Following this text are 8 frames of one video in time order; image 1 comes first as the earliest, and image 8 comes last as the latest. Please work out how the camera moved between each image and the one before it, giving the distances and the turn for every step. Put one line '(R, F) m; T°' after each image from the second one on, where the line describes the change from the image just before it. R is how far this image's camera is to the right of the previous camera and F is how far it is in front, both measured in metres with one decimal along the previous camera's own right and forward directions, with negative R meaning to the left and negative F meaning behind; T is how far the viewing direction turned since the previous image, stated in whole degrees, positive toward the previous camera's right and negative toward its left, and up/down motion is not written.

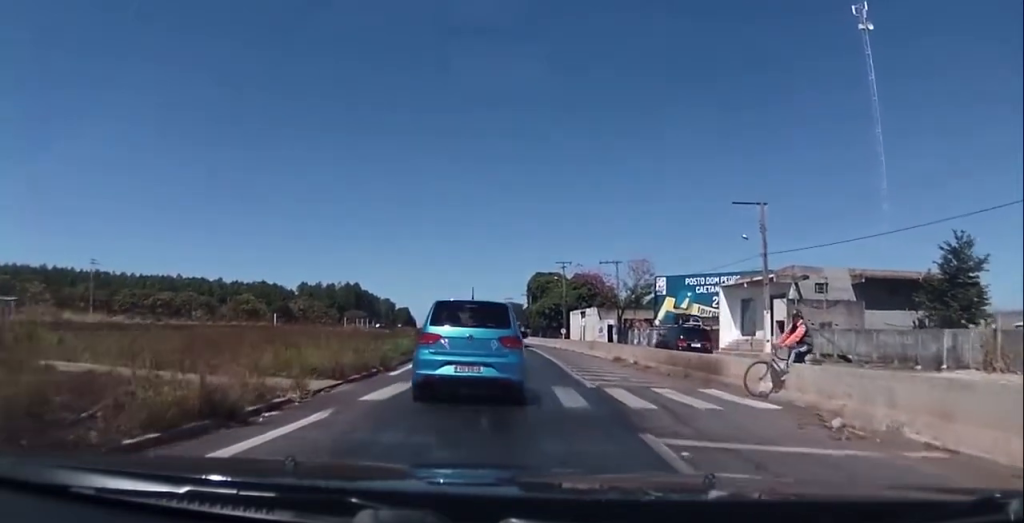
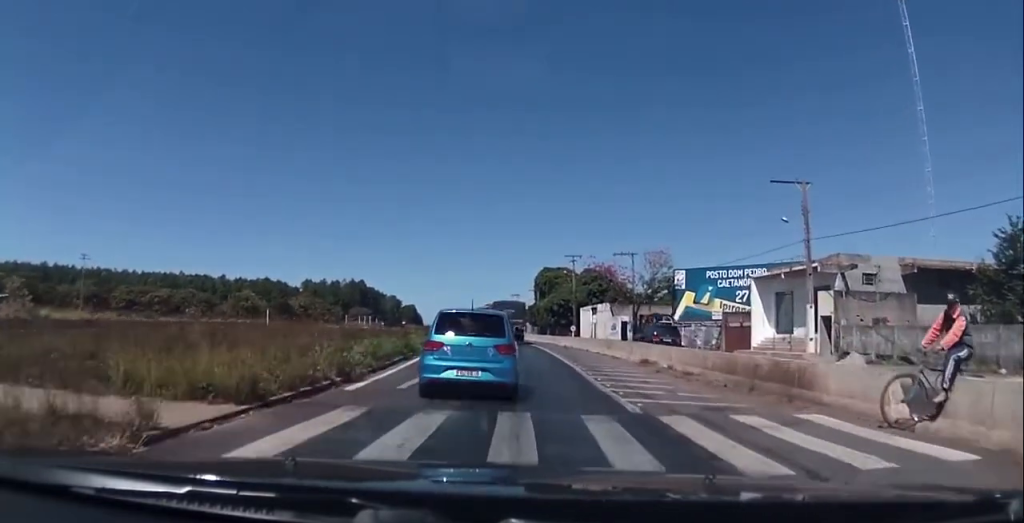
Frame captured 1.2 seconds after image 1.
(-0.1, +4.5) m; -2°
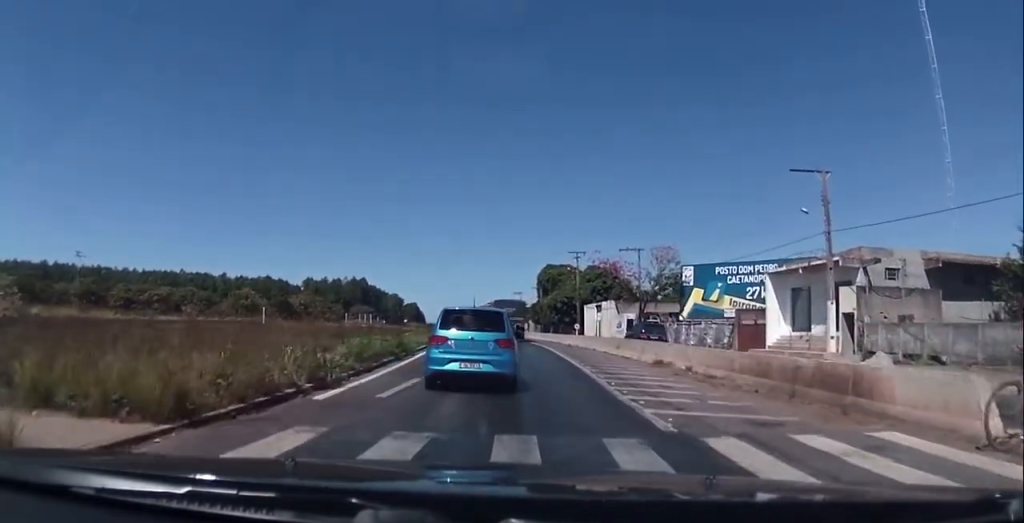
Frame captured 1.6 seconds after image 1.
(0.0, +1.9) m; -1°
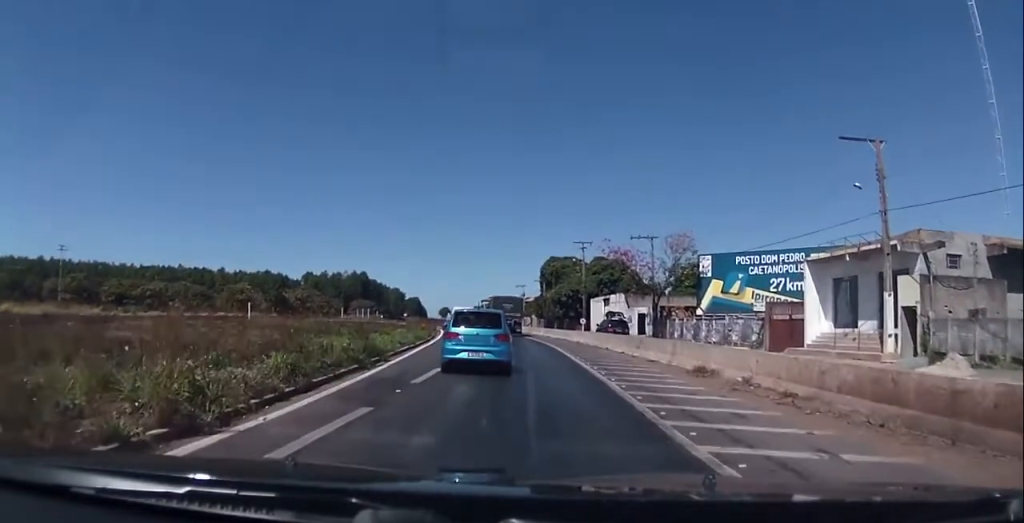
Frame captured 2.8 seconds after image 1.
(+0.1, +4.7) m; 0°
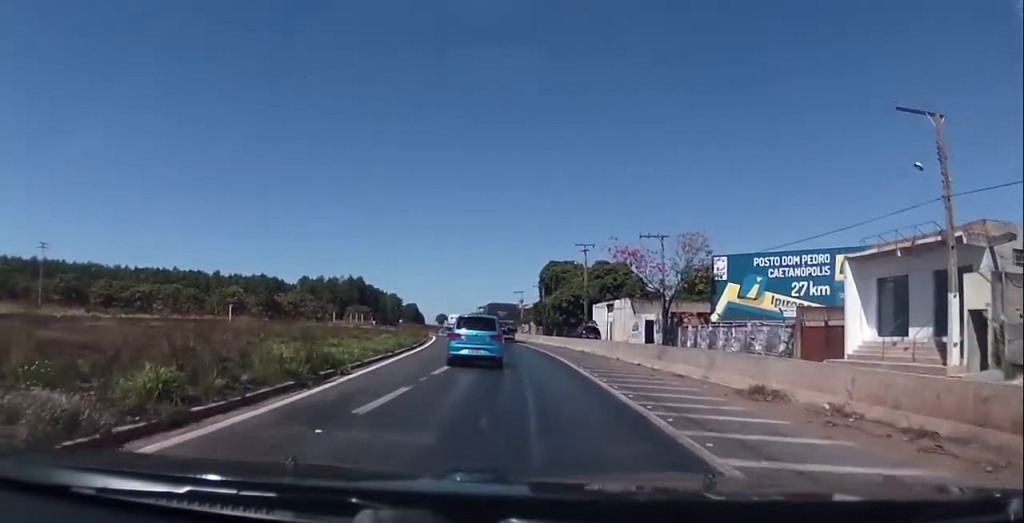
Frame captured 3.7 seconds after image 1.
(-0.1, +3.6) m; 0°
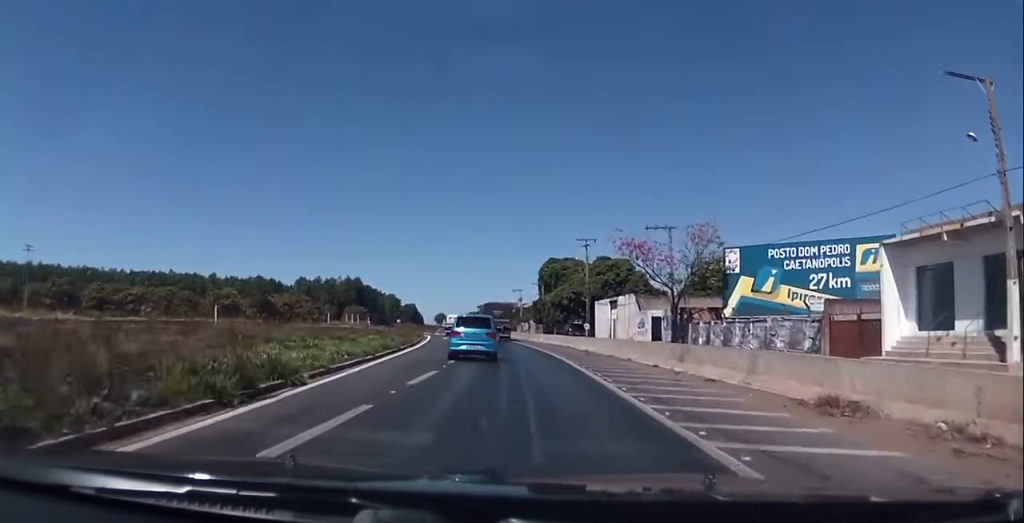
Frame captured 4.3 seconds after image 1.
(0.0, +2.1) m; +1°
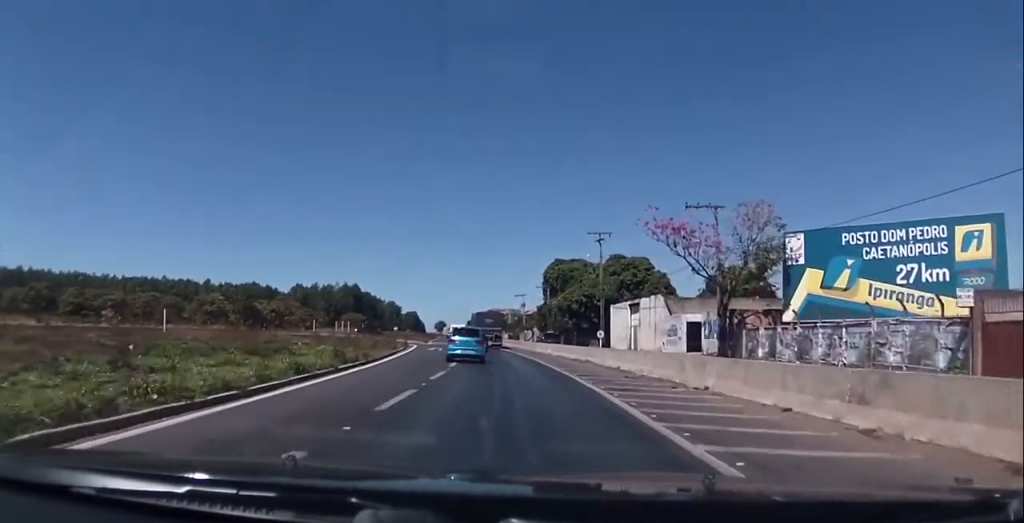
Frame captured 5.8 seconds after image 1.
(+0.2, +7.3) m; +1°
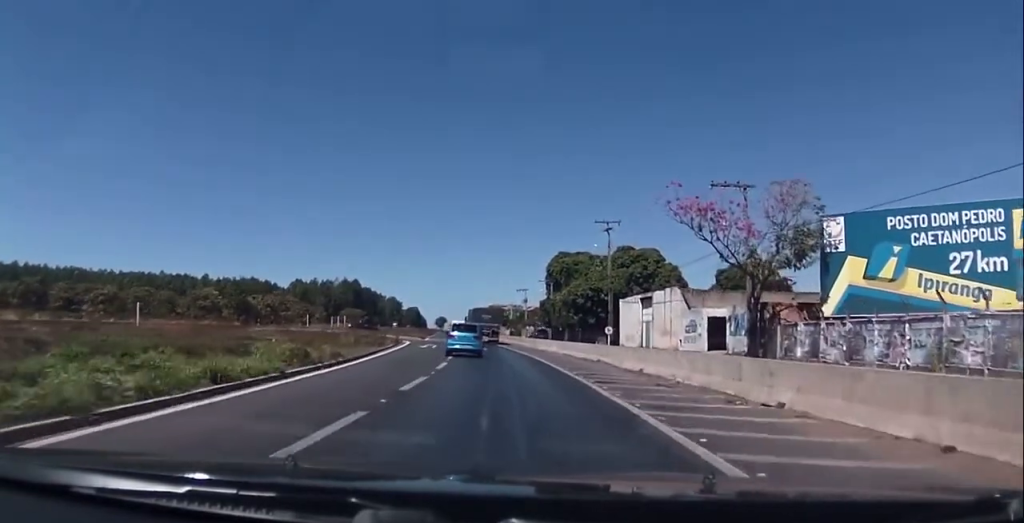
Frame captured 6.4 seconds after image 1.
(0.0, +3.4) m; 0°
